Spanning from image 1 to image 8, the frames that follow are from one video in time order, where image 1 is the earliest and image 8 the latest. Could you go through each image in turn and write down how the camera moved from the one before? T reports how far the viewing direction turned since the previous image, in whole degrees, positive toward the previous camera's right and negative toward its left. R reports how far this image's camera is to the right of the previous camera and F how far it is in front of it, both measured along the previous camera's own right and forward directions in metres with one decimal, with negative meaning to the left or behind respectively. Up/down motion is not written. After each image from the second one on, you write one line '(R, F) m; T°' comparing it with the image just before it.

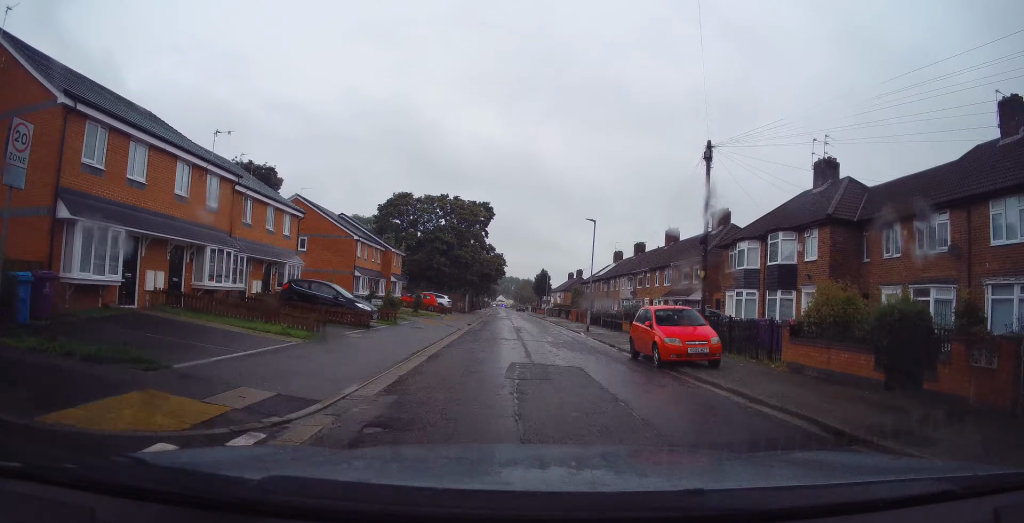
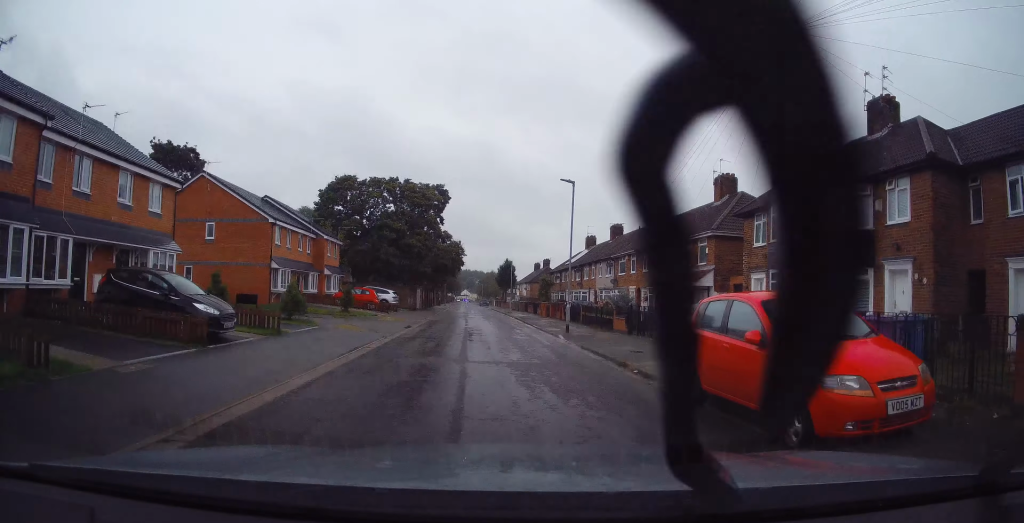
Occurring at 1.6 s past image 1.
(+0.1, +8.6) m; 0°
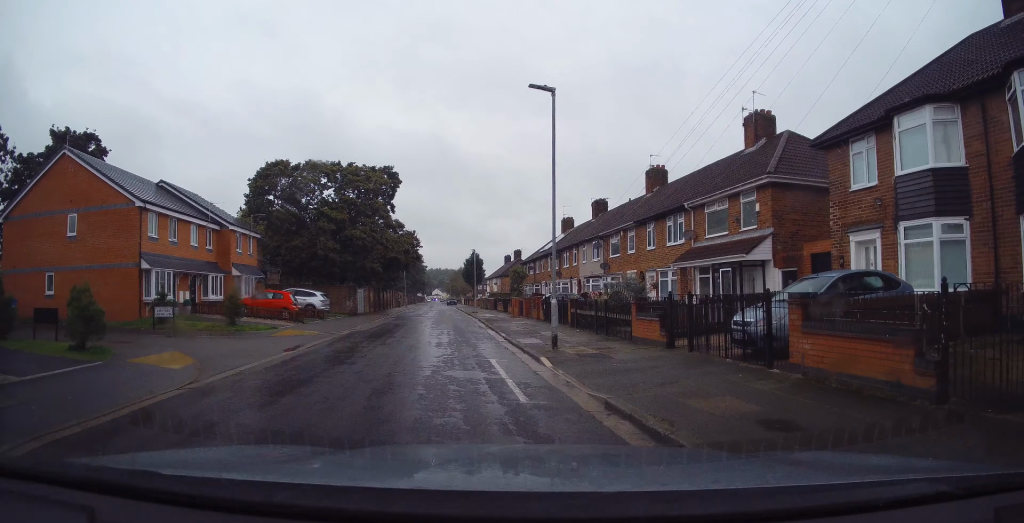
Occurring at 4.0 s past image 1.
(+0.6, +10.3) m; +2°
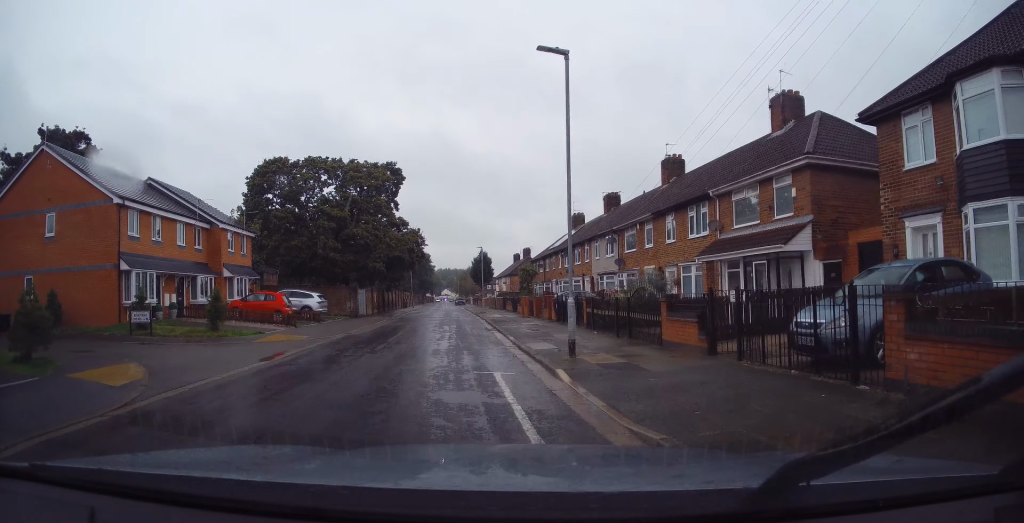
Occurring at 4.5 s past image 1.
(-0.1, +2.1) m; -2°
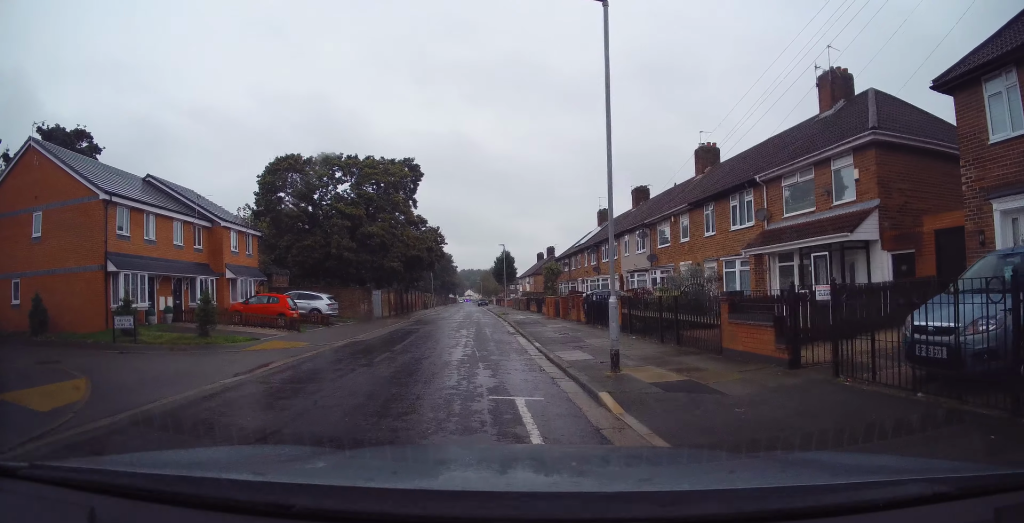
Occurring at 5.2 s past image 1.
(0.0, +2.4) m; -1°
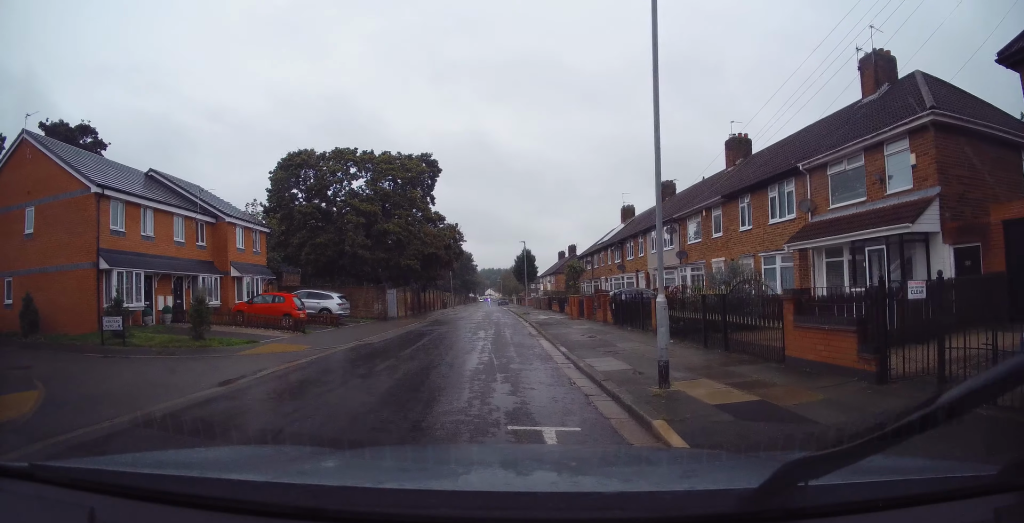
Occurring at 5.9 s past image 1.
(0.0, +1.9) m; 0°
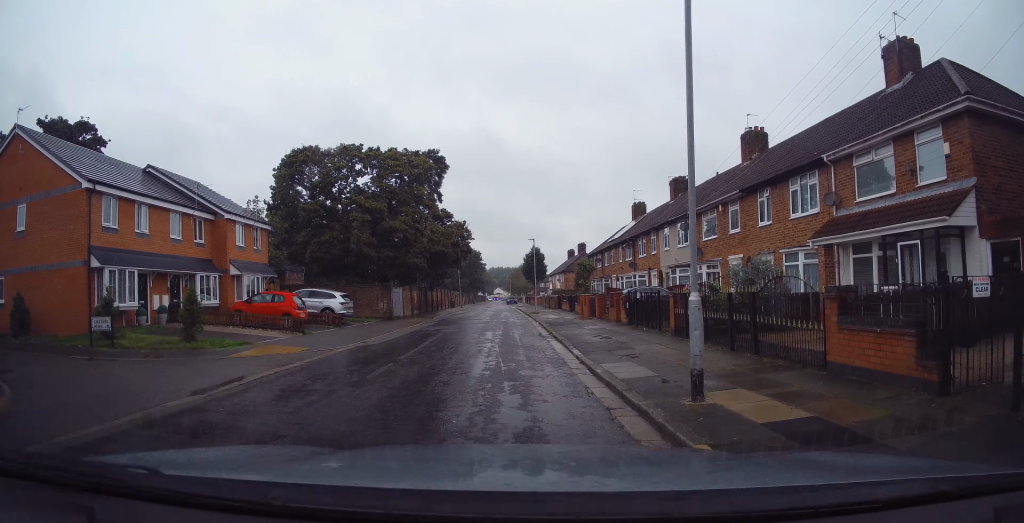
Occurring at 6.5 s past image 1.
(0.0, +1.1) m; 0°
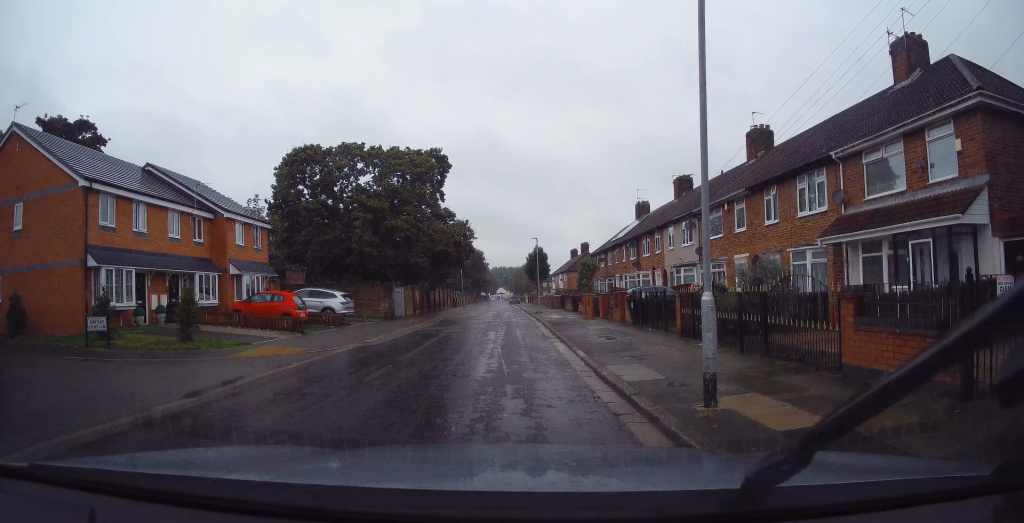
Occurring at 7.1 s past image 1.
(0.0, +0.9) m; 0°
